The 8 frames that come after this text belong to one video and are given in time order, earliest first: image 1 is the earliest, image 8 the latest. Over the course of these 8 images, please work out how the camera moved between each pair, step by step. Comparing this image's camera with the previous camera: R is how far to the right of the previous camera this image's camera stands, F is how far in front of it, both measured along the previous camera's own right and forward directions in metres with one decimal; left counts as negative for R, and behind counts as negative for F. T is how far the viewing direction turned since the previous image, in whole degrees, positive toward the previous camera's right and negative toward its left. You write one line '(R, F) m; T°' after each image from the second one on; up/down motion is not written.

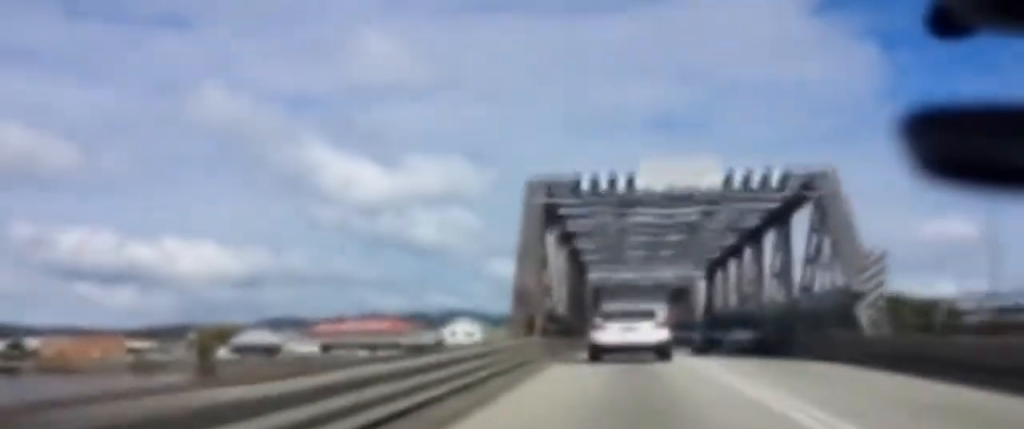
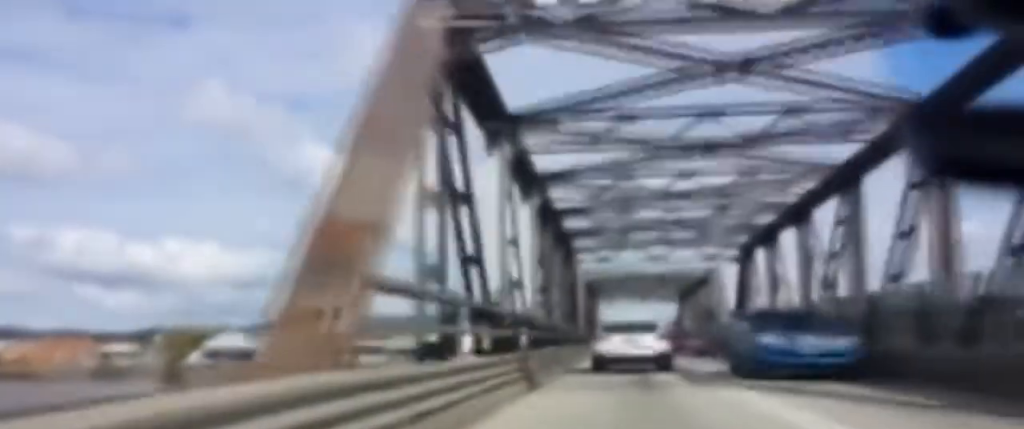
(0.0, +14.9) m; 0°
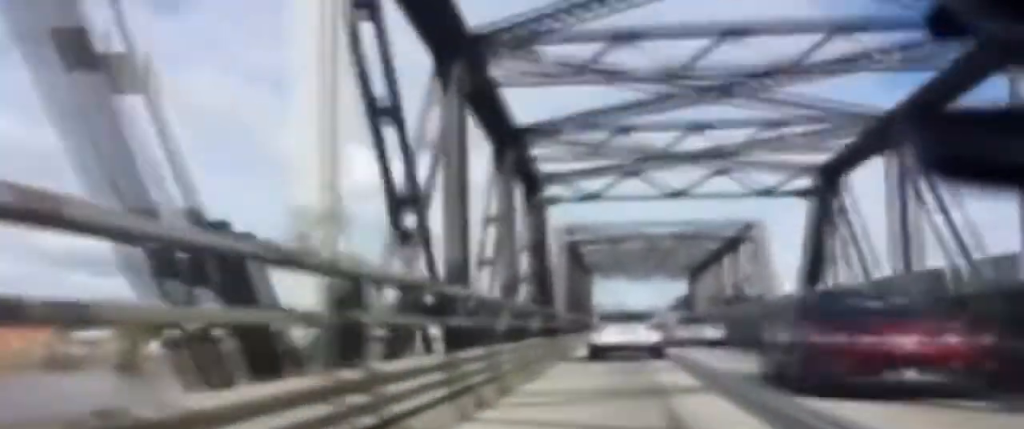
(0.0, +15.9) m; 0°
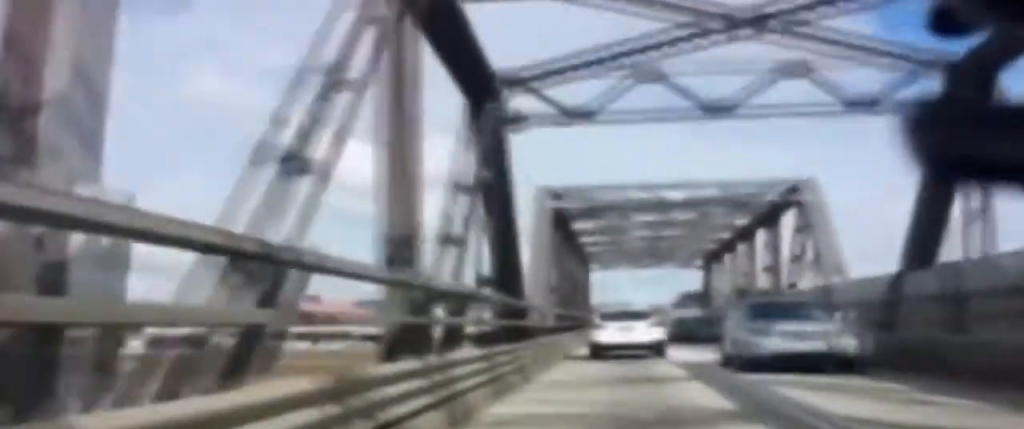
(0.0, +9.5) m; +2°
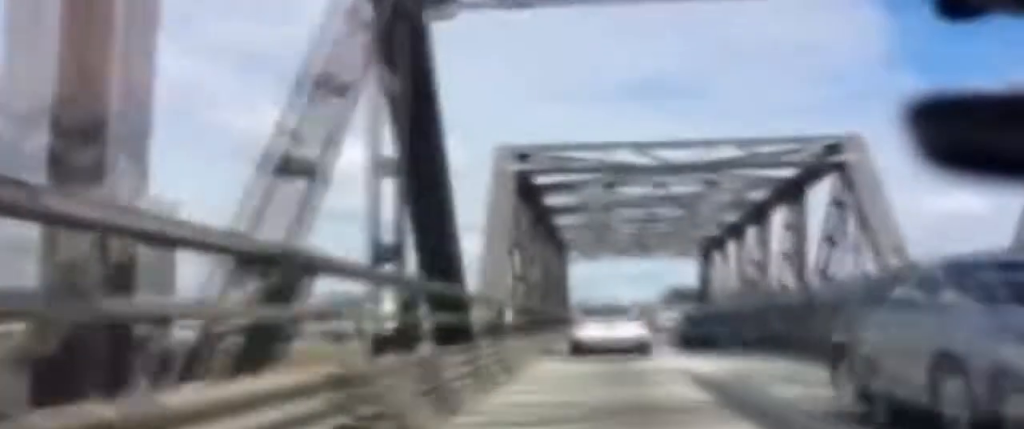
(0.0, +5.2) m; 0°
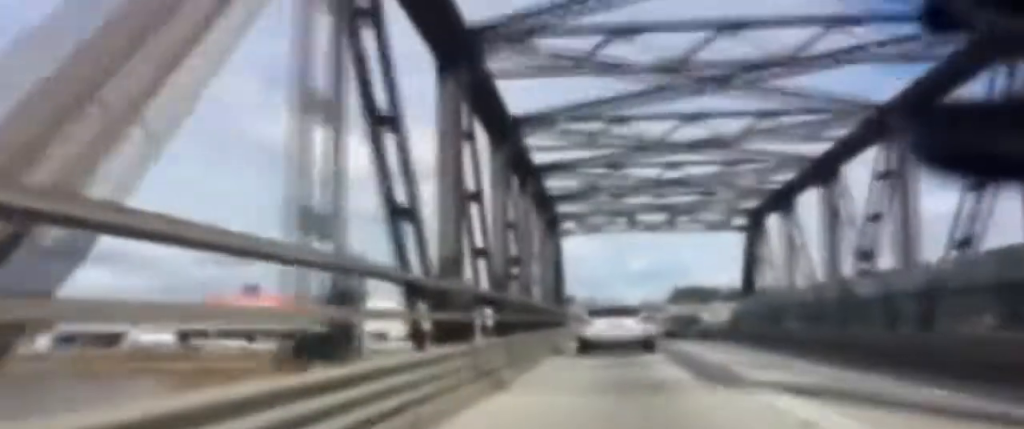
(0.0, +15.8) m; -2°
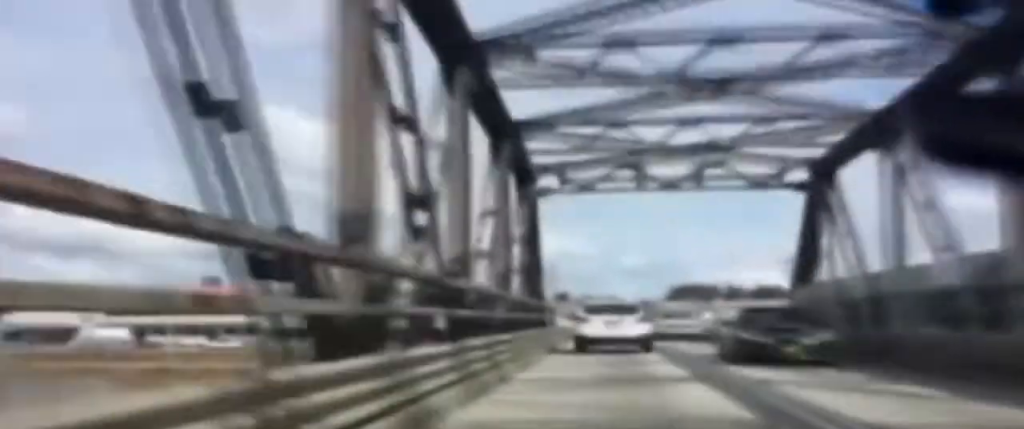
(-0.2, +10.6) m; -1°
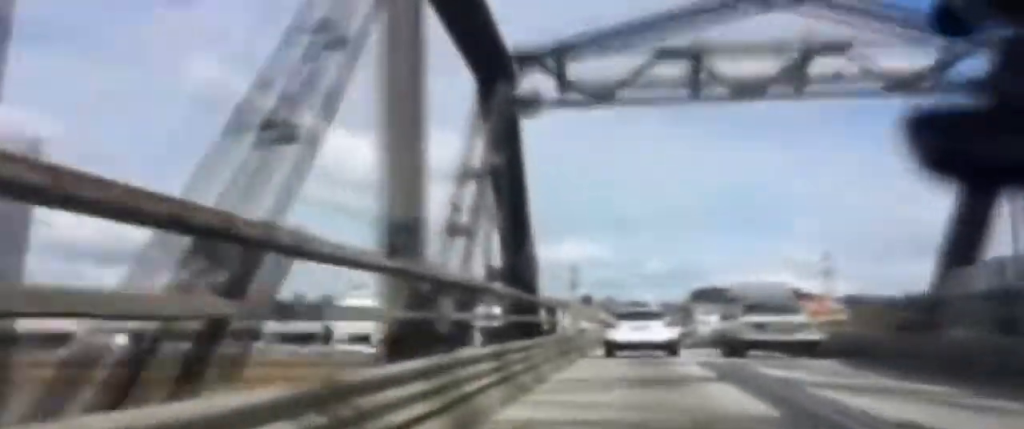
(0.0, +11.8) m; 0°
